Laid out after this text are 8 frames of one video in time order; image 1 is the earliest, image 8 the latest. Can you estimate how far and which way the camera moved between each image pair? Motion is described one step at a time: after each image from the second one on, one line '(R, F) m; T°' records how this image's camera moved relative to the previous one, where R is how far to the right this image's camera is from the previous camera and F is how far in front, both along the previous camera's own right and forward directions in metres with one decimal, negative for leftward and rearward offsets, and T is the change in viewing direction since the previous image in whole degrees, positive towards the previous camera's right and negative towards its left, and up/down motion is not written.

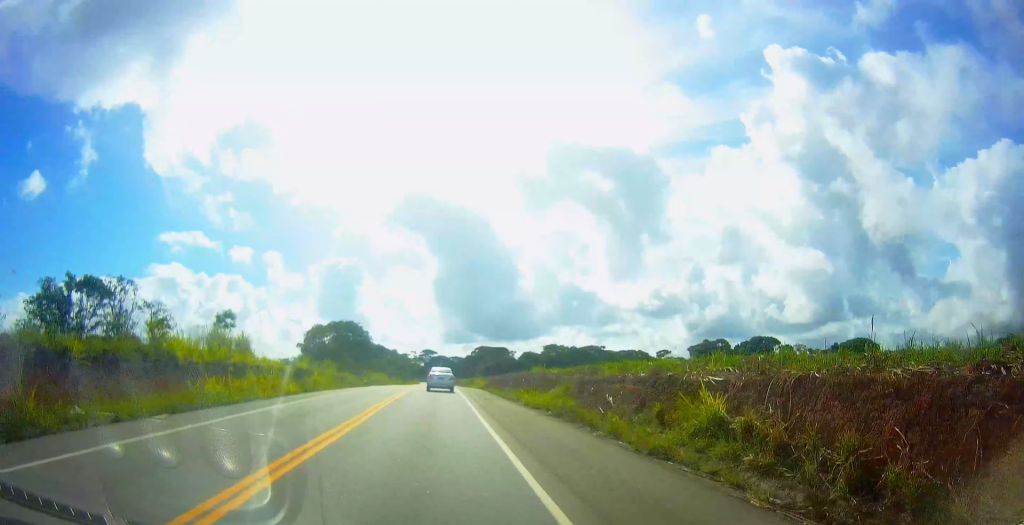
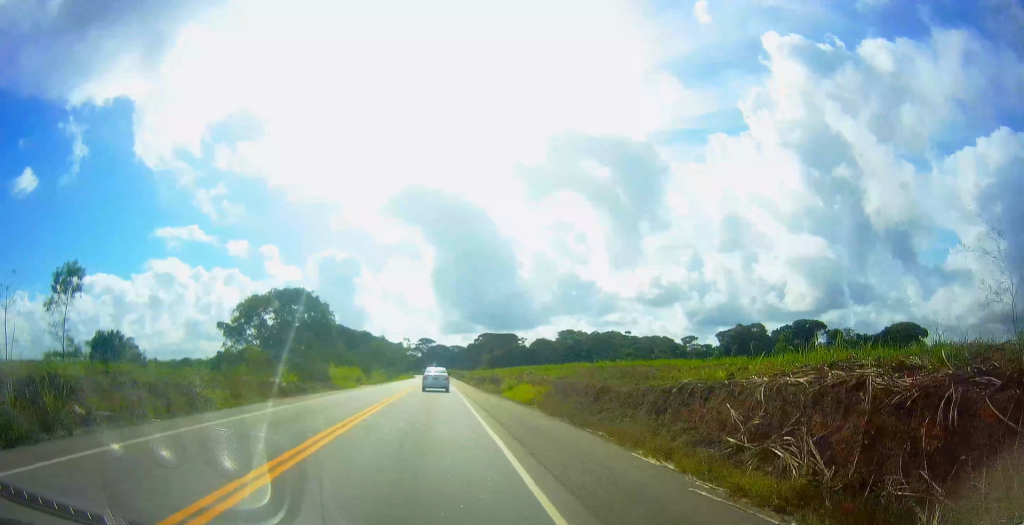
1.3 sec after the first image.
(0.0, +34.9) m; 0°
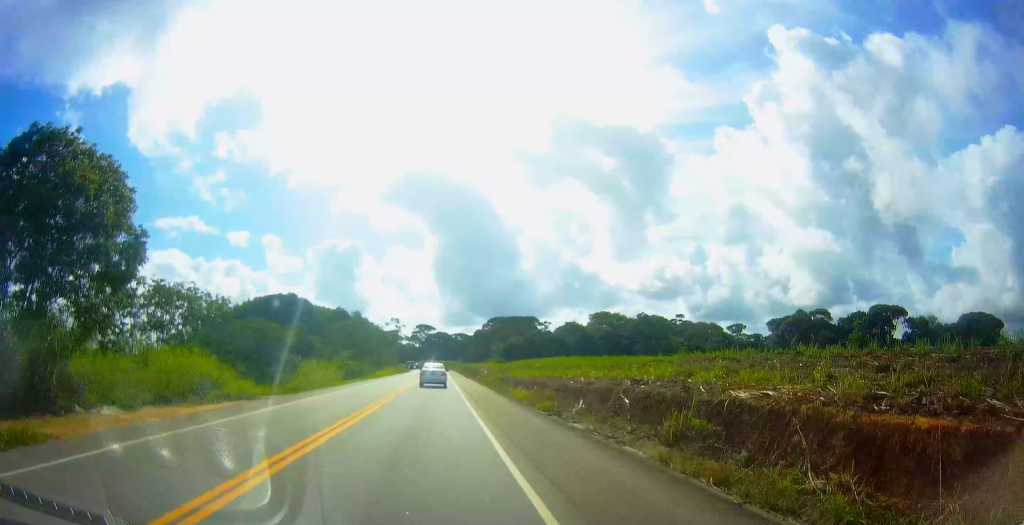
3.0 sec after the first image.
(-0.3, +47.0) m; 0°
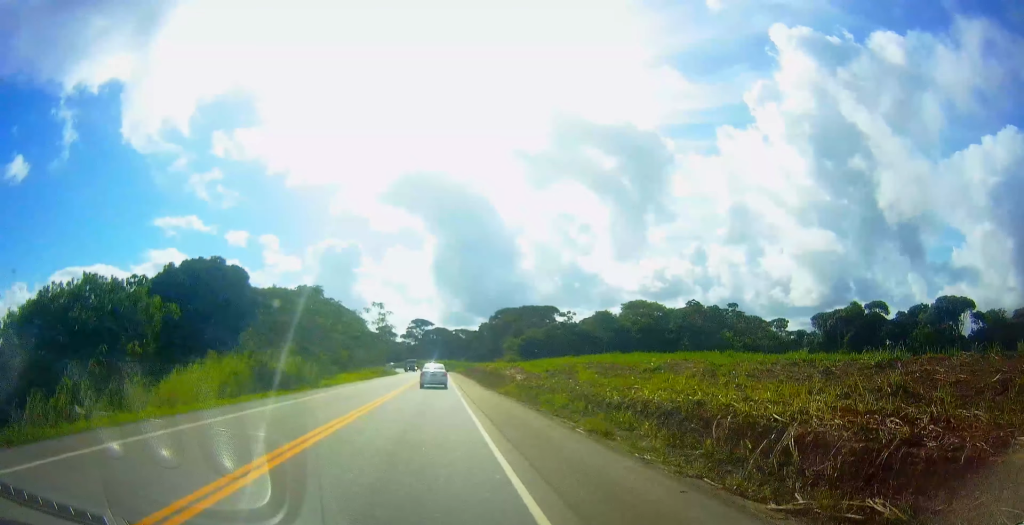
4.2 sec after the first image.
(0.0, +32.9) m; 0°
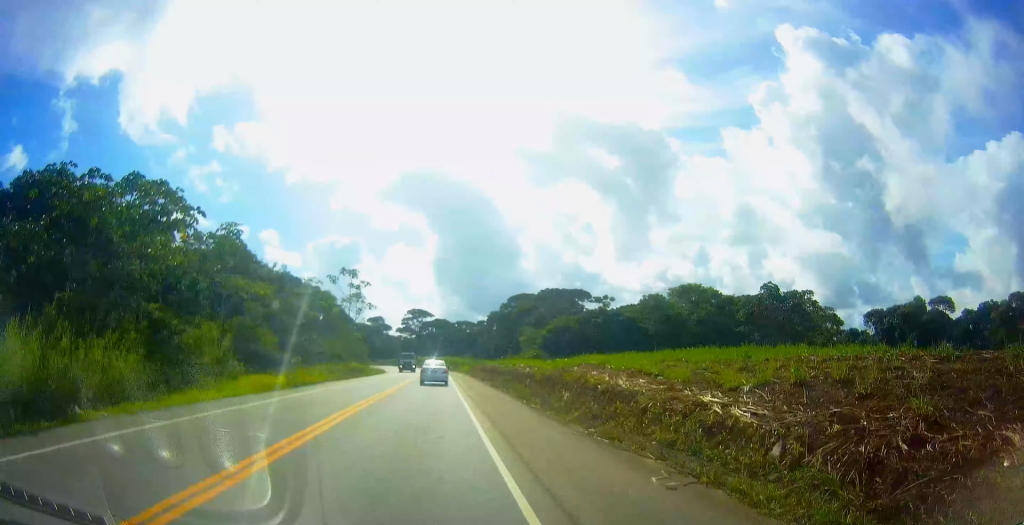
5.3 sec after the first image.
(0.0, +30.4) m; 0°
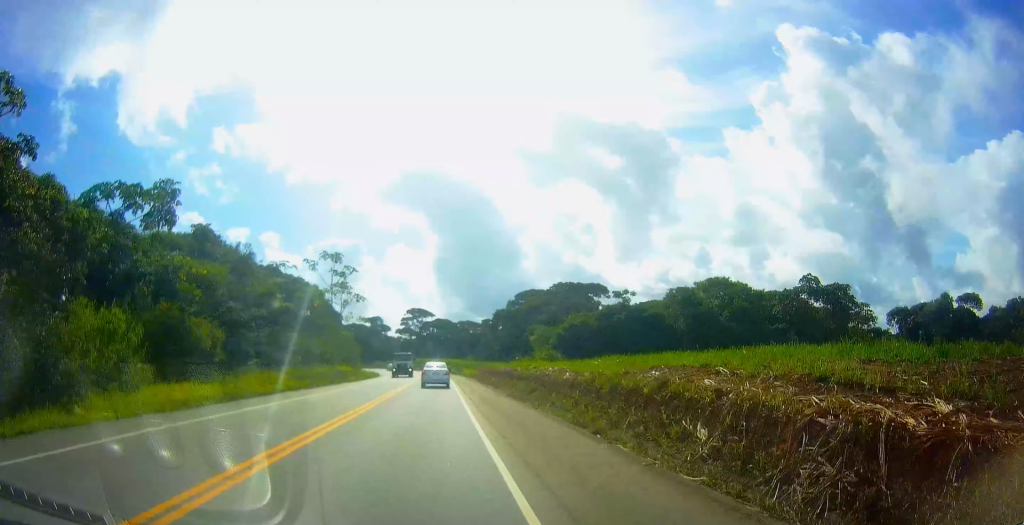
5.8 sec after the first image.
(0.0, +11.3) m; 0°
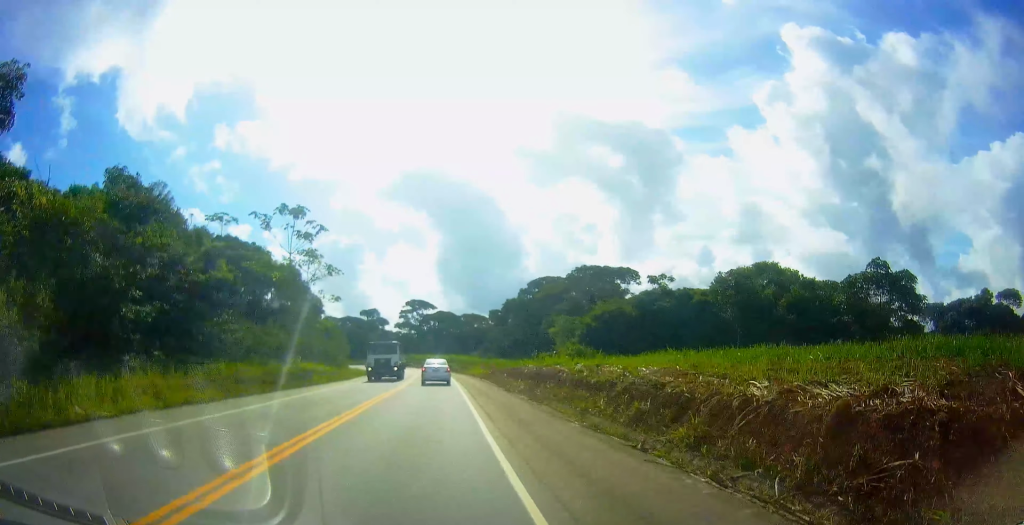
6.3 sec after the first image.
(0.0, +15.7) m; 0°
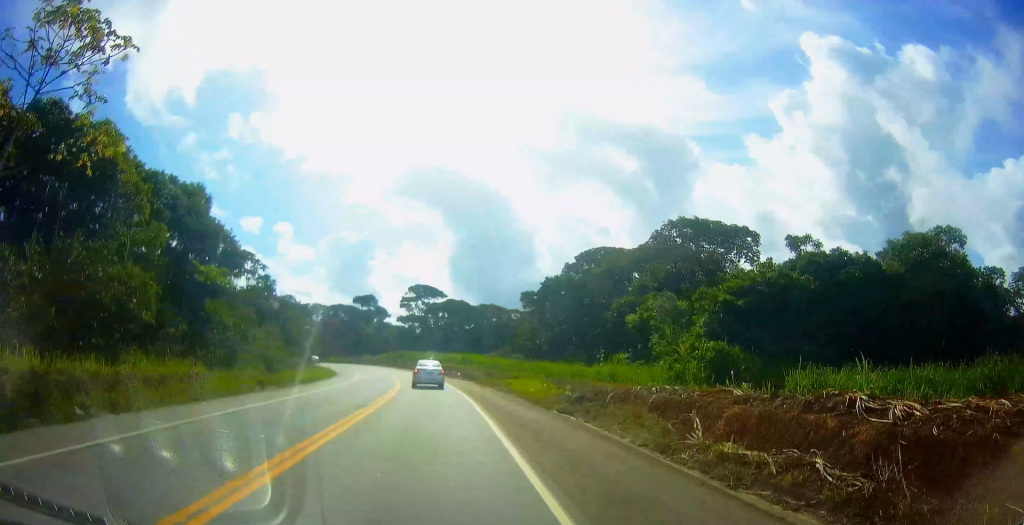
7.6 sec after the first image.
(+0.3, +33.5) m; 0°
